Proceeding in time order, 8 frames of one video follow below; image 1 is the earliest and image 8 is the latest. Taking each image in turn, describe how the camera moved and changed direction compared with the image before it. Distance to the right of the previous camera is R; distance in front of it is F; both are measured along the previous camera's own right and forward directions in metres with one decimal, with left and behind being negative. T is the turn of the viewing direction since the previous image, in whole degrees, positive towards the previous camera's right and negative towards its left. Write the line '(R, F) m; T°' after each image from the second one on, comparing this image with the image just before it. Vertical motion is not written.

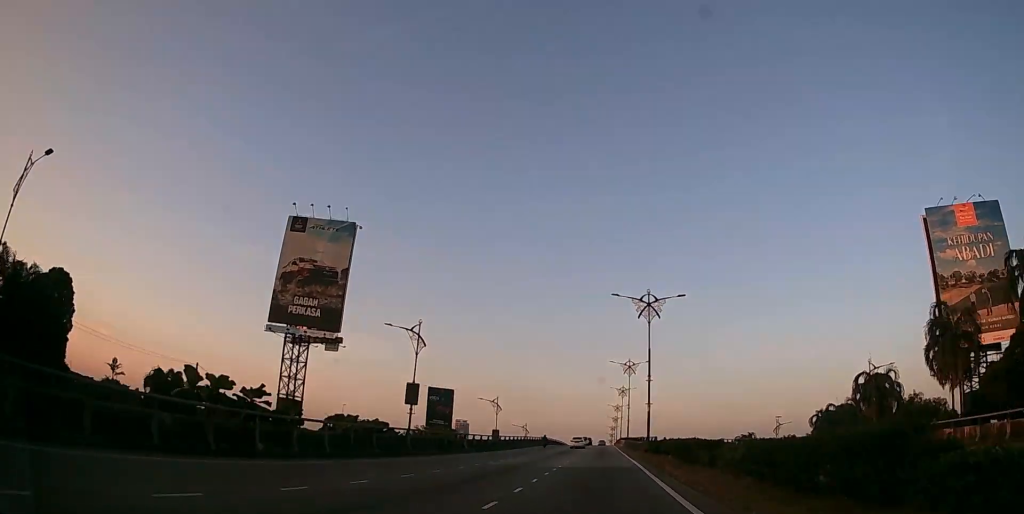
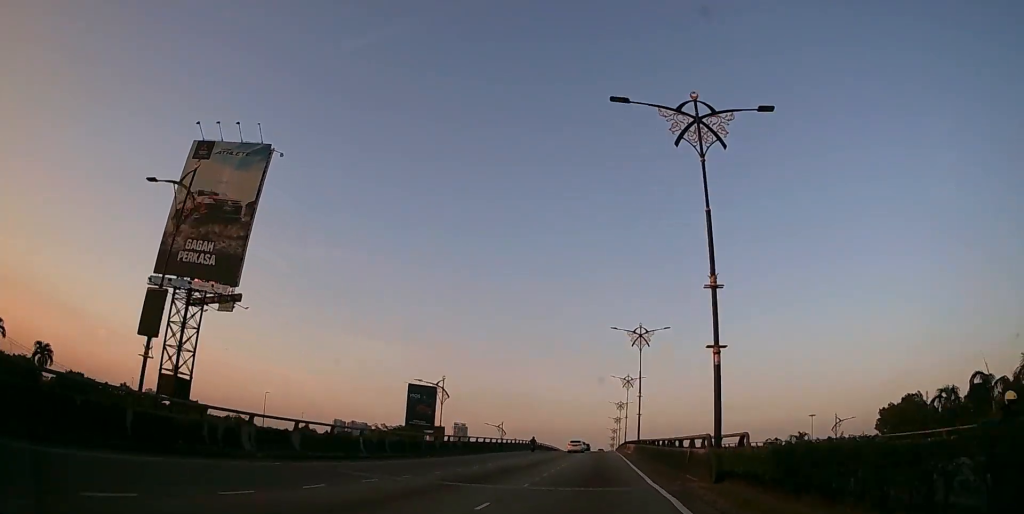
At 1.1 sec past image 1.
(-0.1, +28.9) m; 0°
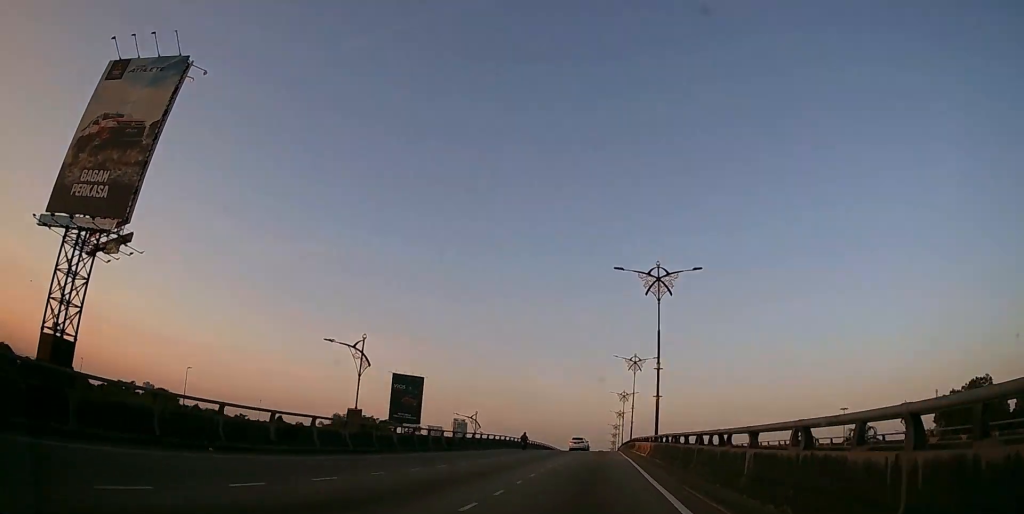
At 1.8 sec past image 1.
(0.0, +19.7) m; 0°
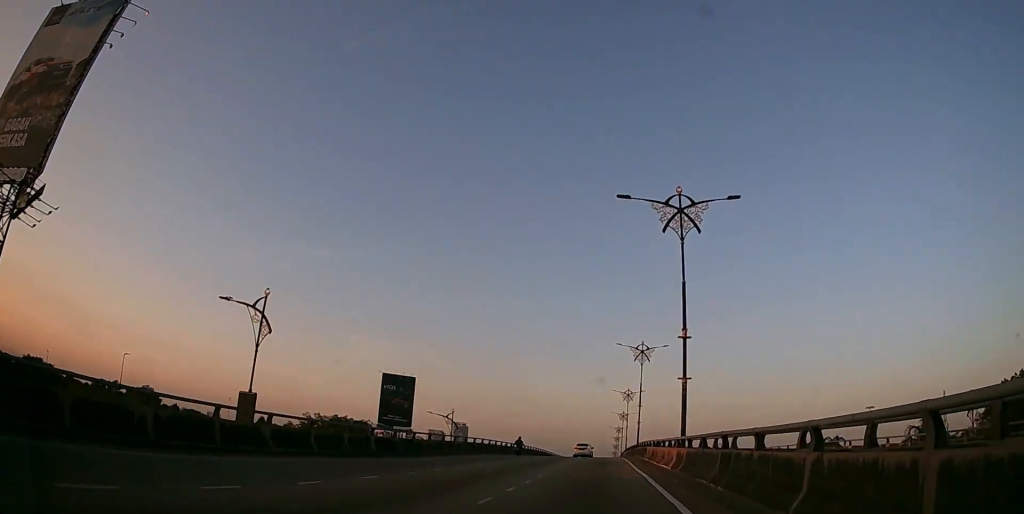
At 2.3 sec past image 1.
(0.0, +12.6) m; 0°
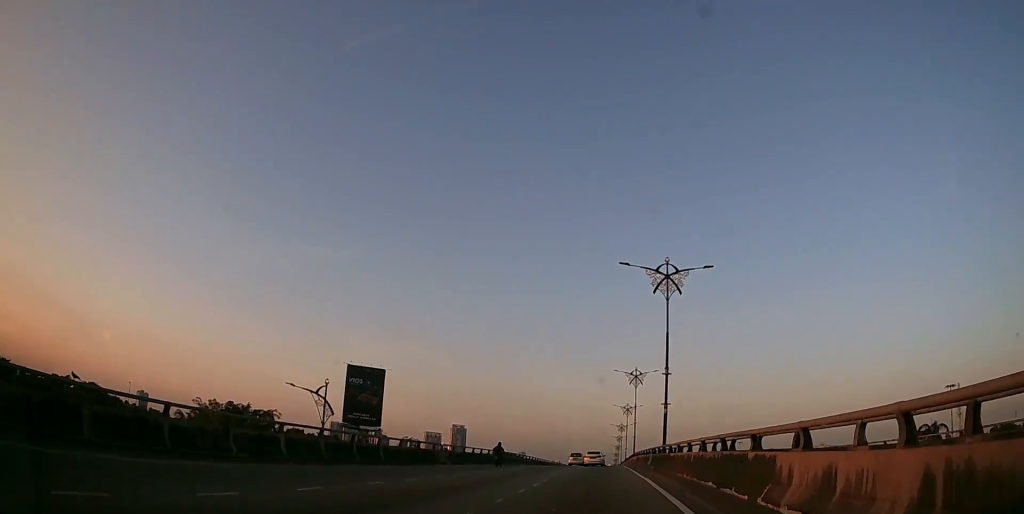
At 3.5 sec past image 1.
(-0.1, +29.7) m; 0°
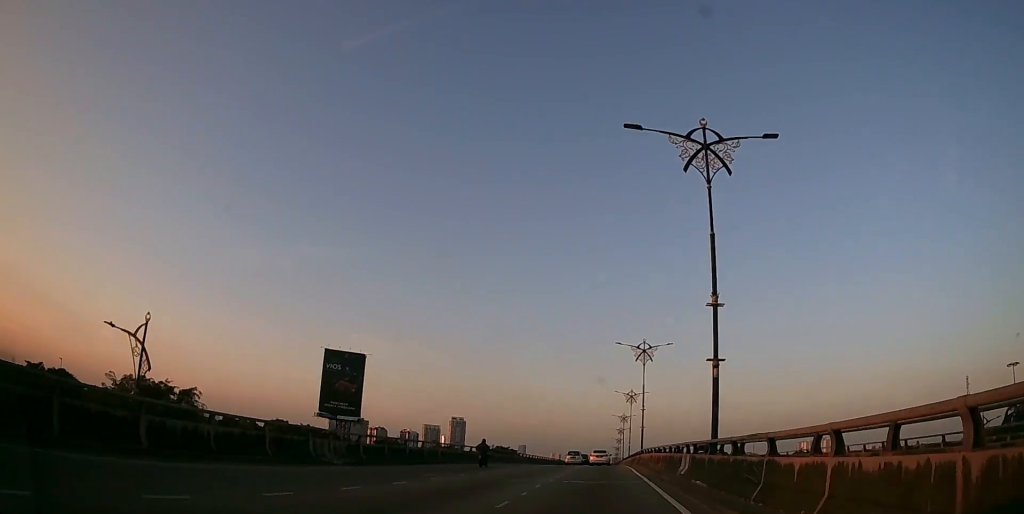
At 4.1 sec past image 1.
(0.0, +16.2) m; 0°
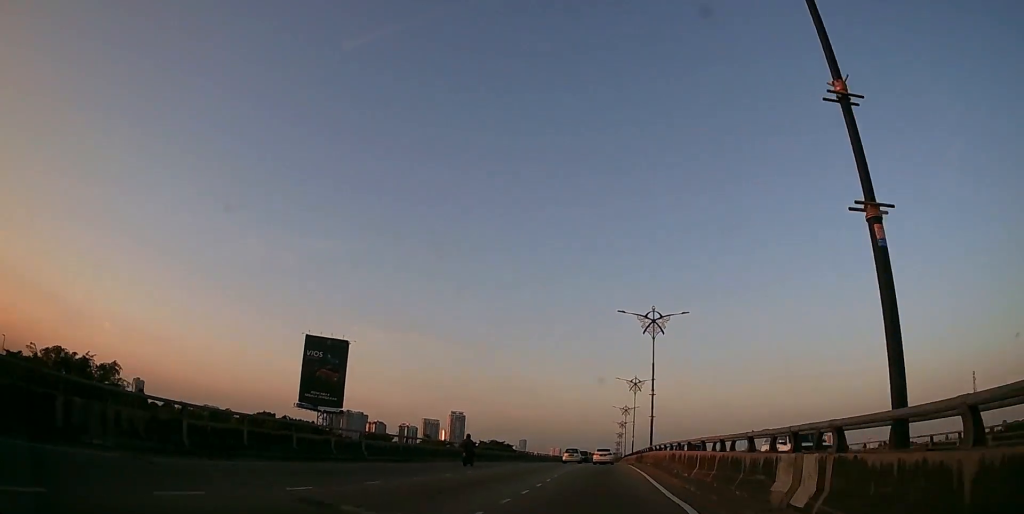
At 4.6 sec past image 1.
(0.0, +12.6) m; 0°
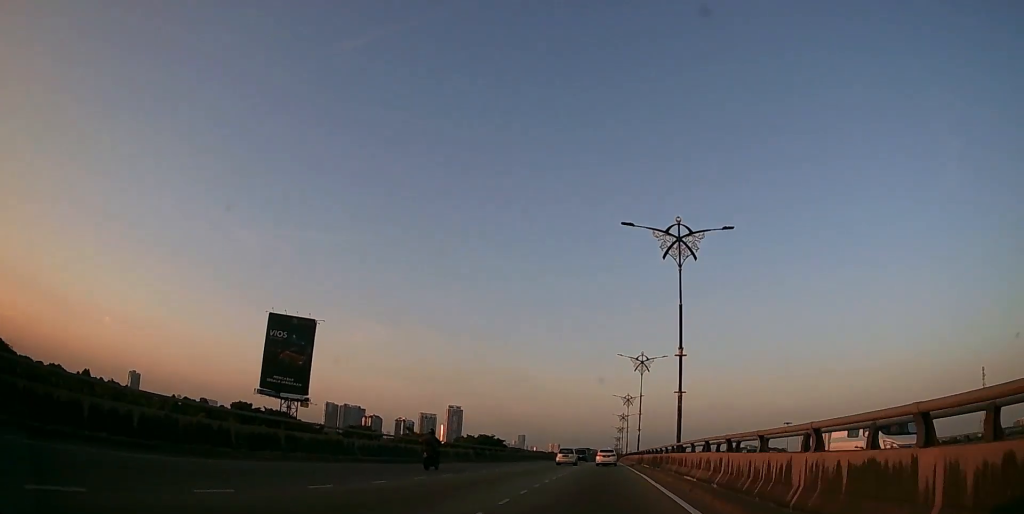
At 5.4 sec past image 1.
(0.0, +19.1) m; 0°
